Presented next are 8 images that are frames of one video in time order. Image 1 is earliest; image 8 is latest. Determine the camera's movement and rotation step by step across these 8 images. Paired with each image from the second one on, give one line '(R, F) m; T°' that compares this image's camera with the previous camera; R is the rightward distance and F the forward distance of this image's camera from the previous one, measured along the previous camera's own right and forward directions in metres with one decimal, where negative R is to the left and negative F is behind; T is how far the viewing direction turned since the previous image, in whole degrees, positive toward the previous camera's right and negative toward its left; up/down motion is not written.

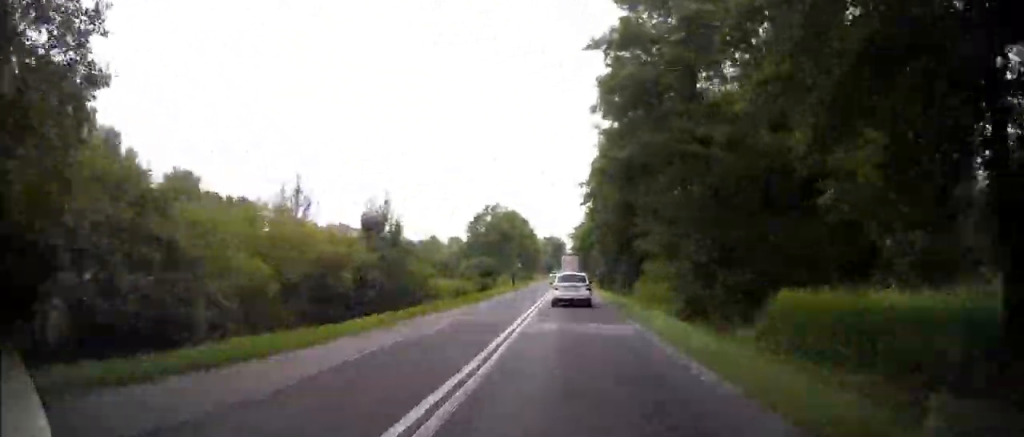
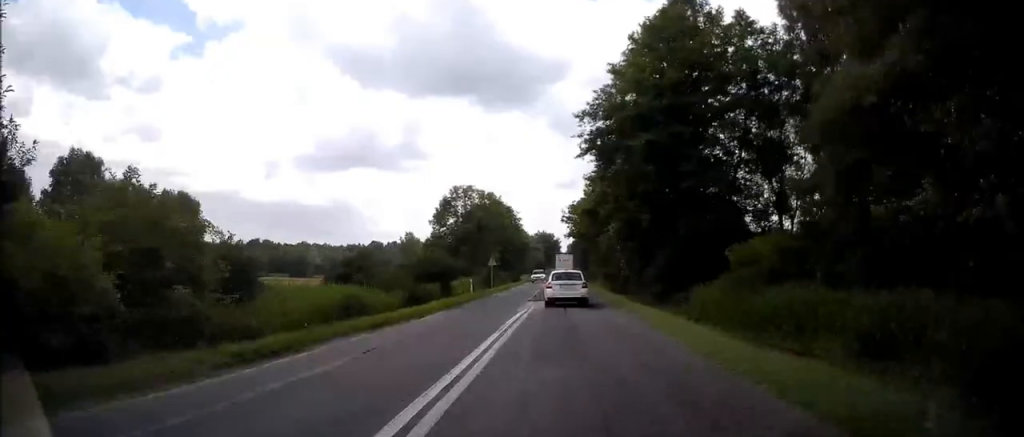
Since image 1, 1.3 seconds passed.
(+0.2, +22.1) m; 0°
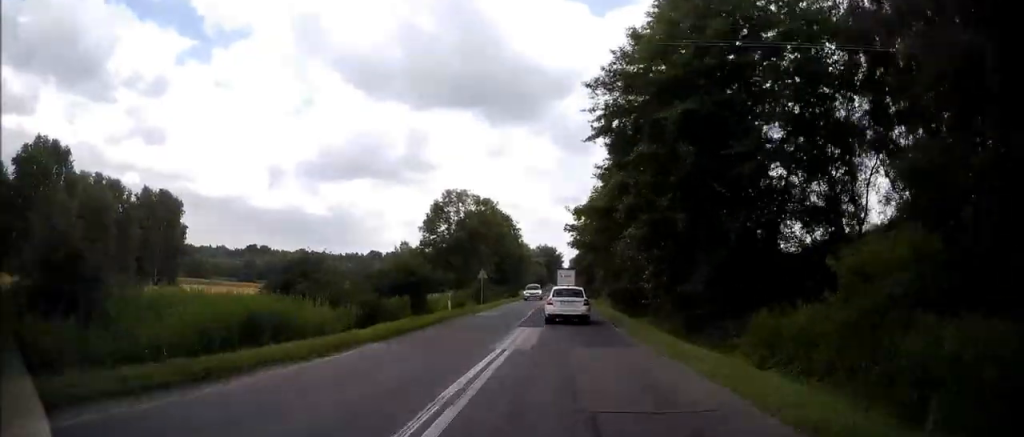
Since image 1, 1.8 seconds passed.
(0.0, +7.7) m; 0°
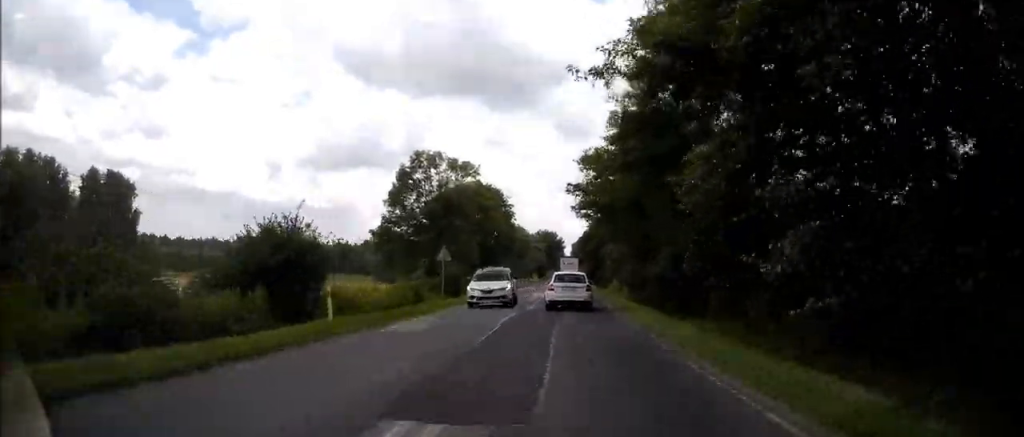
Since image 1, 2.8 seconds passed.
(0.0, +15.8) m; 0°
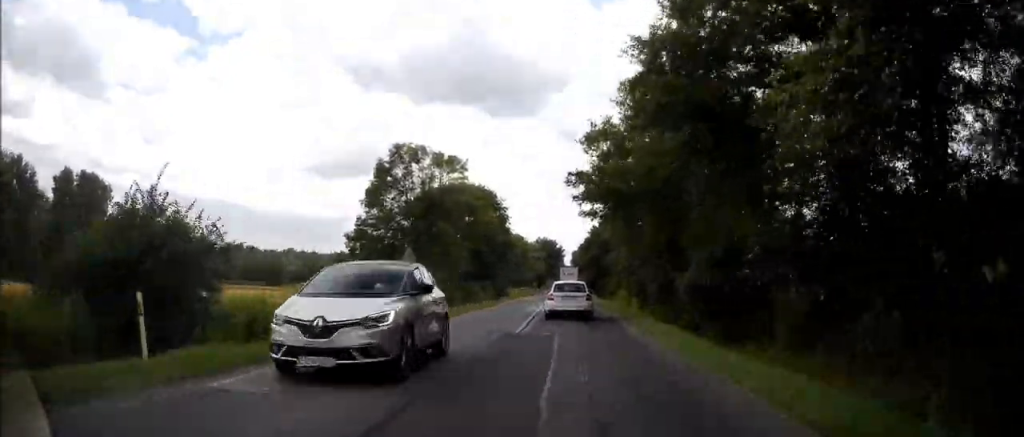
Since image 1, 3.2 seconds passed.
(0.0, +7.0) m; 0°
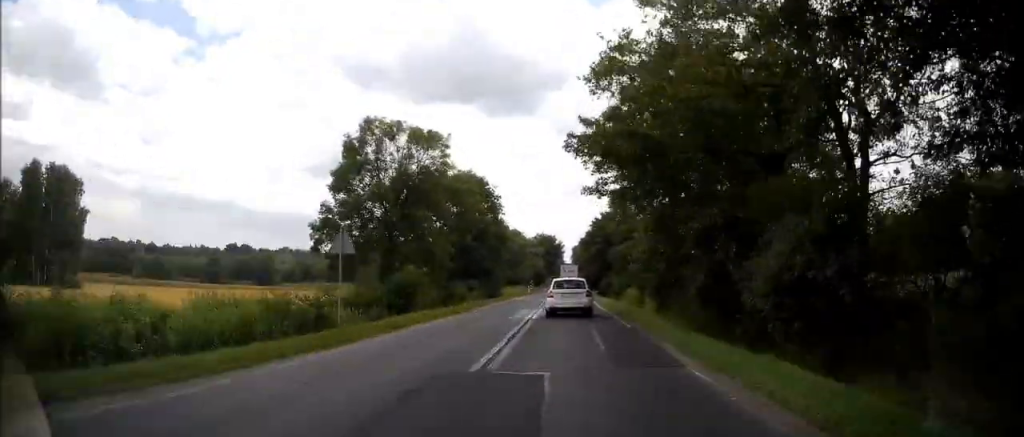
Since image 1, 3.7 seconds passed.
(0.0, +7.5) m; 0°
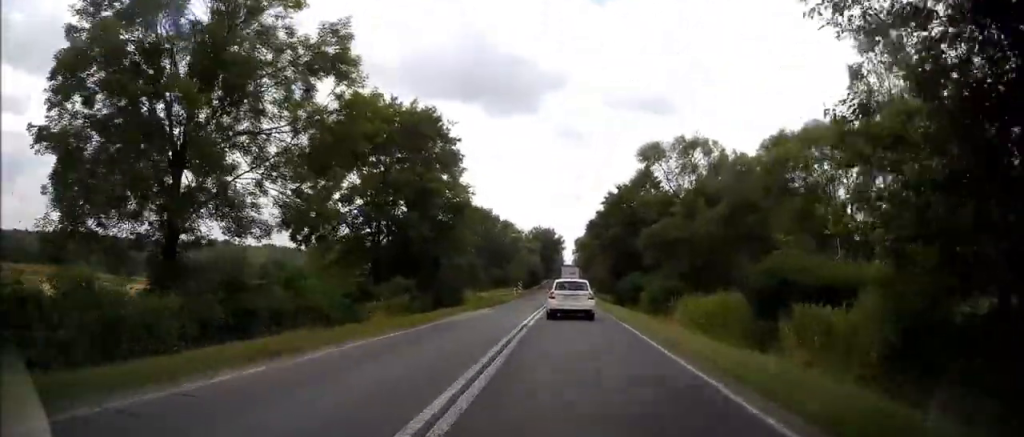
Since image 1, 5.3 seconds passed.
(-0.1, +26.0) m; 0°
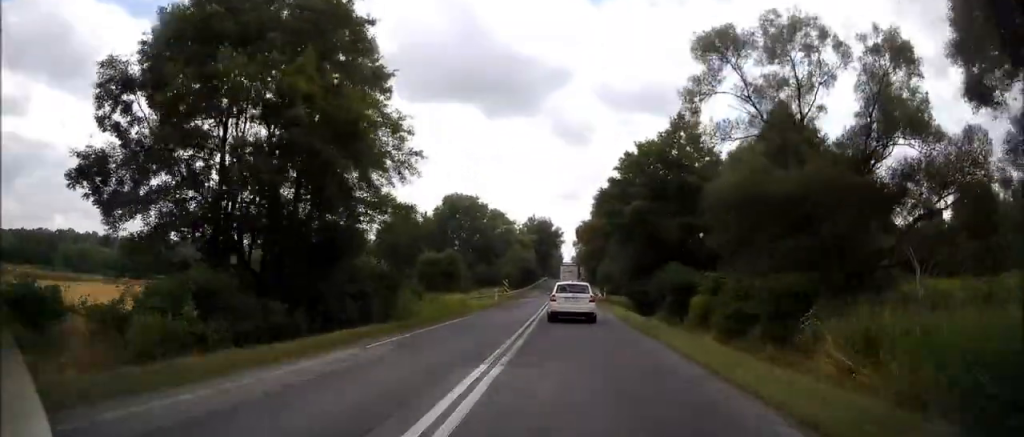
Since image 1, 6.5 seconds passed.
(0.0, +18.4) m; 0°
